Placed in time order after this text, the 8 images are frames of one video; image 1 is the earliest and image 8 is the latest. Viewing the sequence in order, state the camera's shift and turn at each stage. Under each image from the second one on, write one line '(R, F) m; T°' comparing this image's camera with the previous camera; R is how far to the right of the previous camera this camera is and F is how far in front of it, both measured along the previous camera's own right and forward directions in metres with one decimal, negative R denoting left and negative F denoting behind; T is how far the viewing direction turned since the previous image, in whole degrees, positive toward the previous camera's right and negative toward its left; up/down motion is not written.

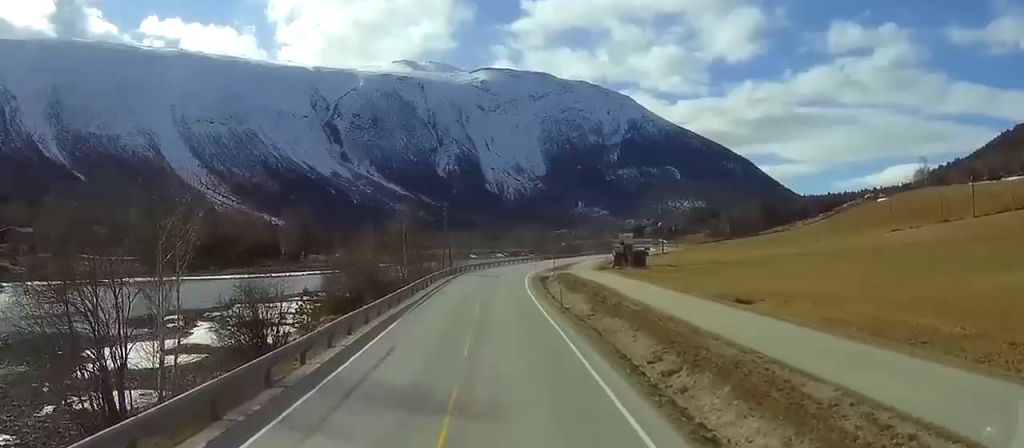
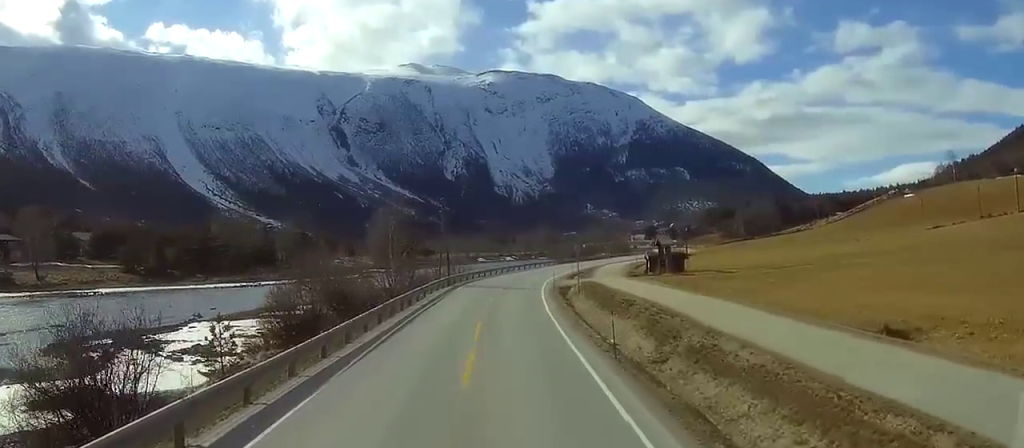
(-0.2, +18.2) m; 0°
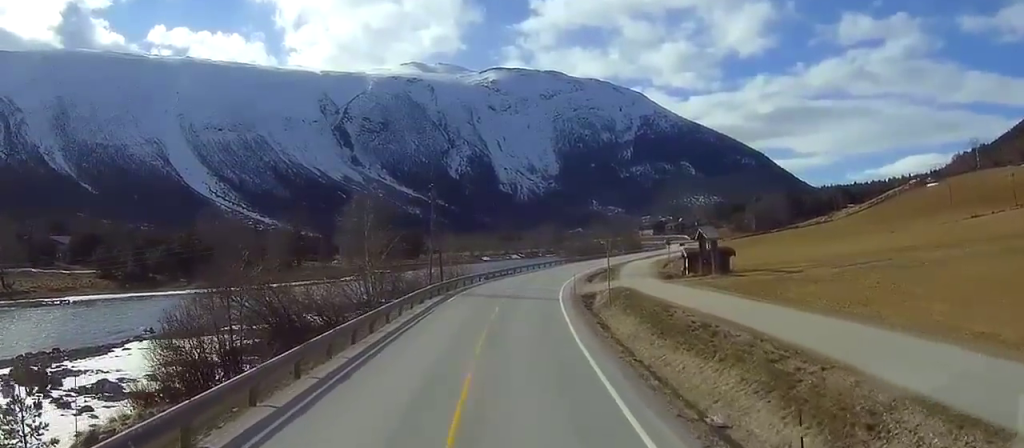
(0.0, +16.0) m; +1°
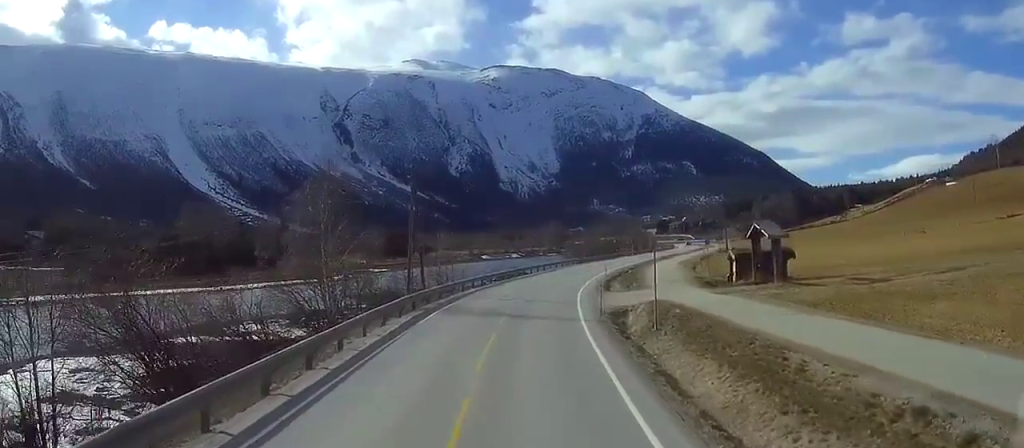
(+0.1, +14.9) m; +1°
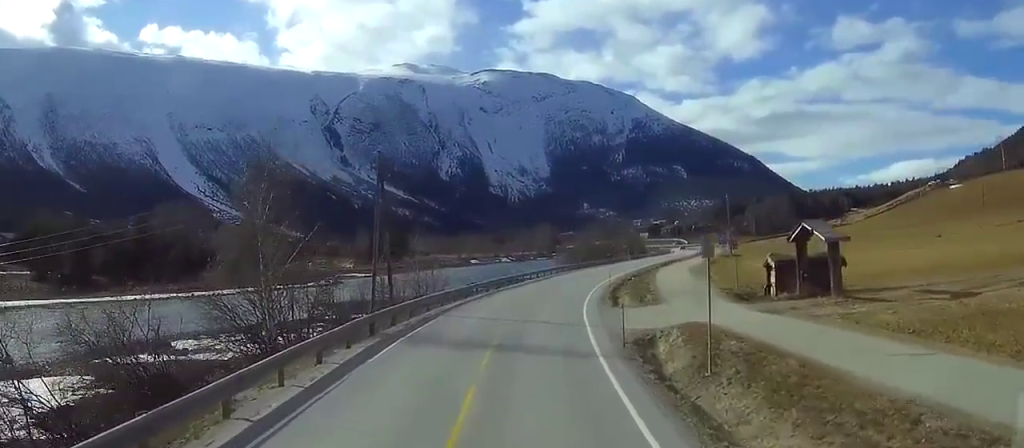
(+0.1, +10.2) m; +1°
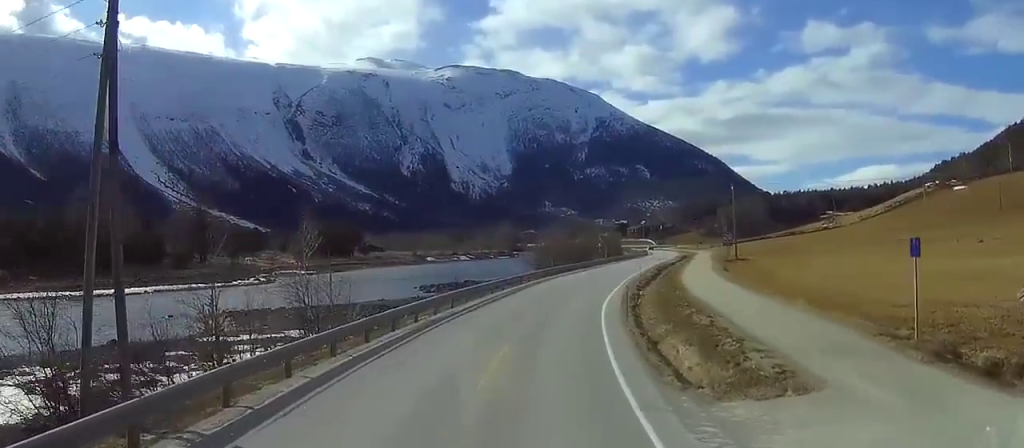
(+0.4, +27.3) m; +2°
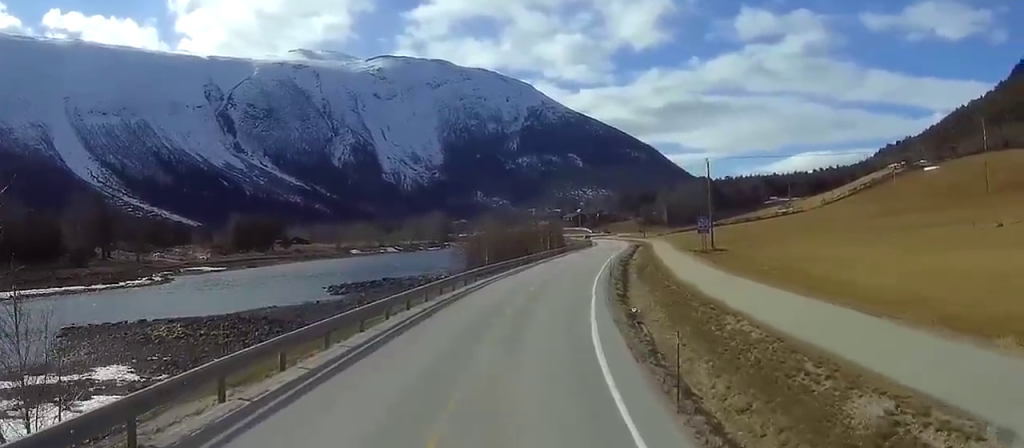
(+0.6, +23.4) m; +3°
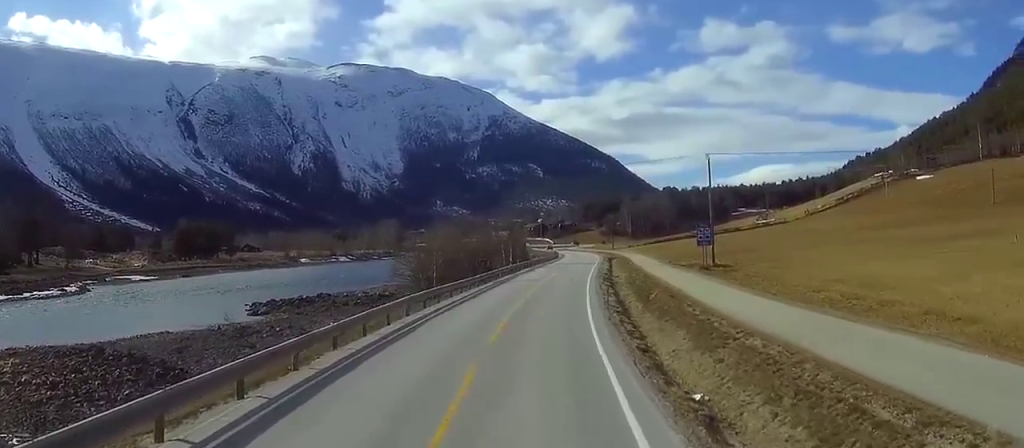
(+0.4, +19.0) m; +2°
